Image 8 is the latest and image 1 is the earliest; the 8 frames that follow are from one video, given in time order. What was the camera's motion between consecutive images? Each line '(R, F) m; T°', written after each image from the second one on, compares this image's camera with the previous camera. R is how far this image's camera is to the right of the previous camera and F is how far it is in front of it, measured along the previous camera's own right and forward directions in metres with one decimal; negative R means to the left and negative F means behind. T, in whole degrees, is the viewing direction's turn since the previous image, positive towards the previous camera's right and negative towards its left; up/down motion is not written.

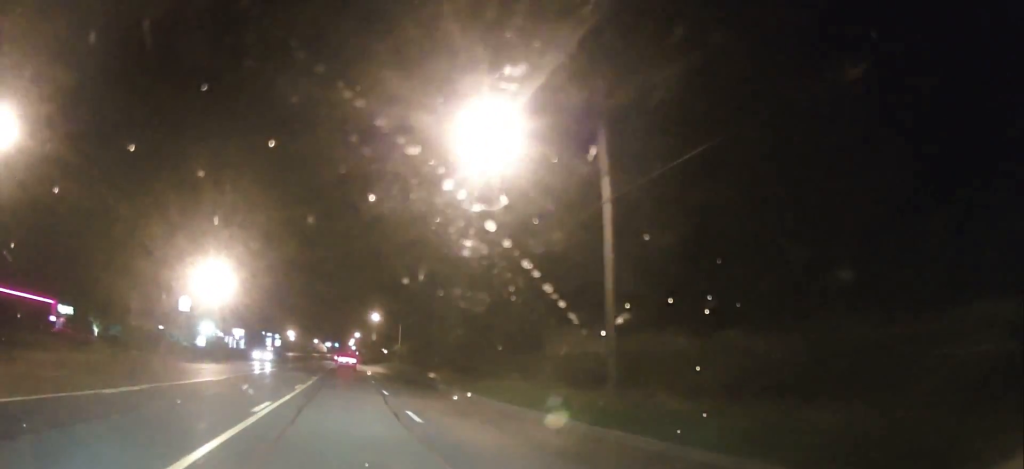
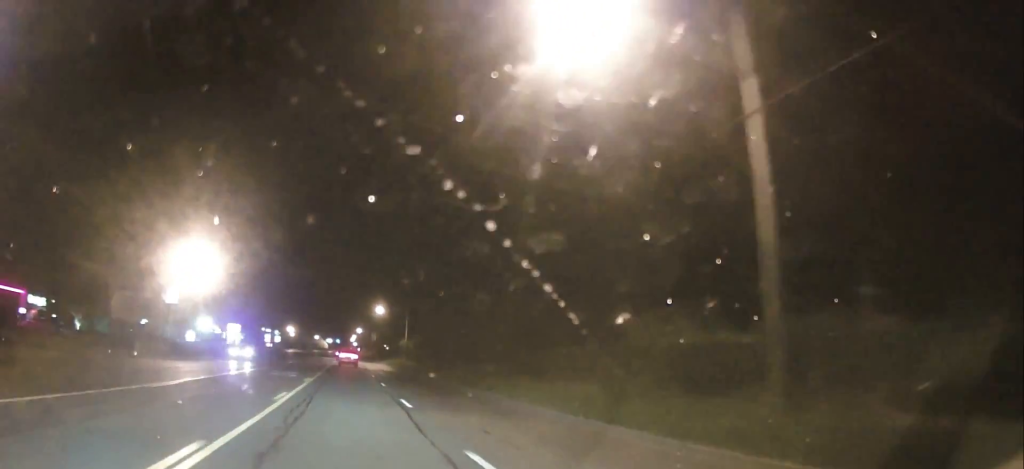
(0.0, +8.7) m; 0°
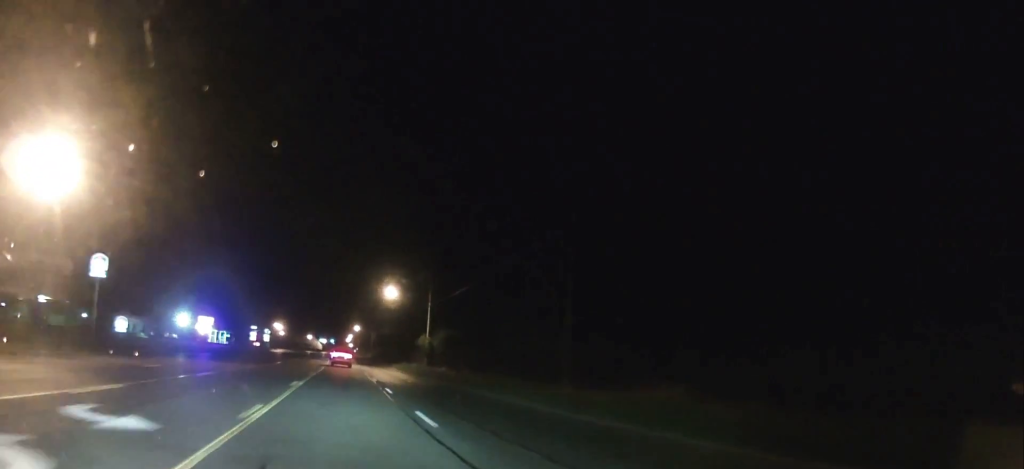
(-0.2, +30.2) m; 0°
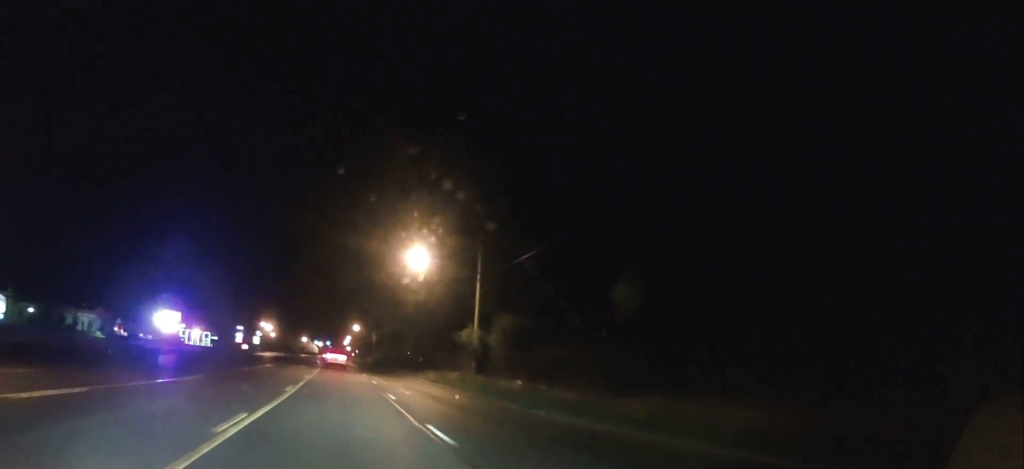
(+0.3, +26.6) m; +1°
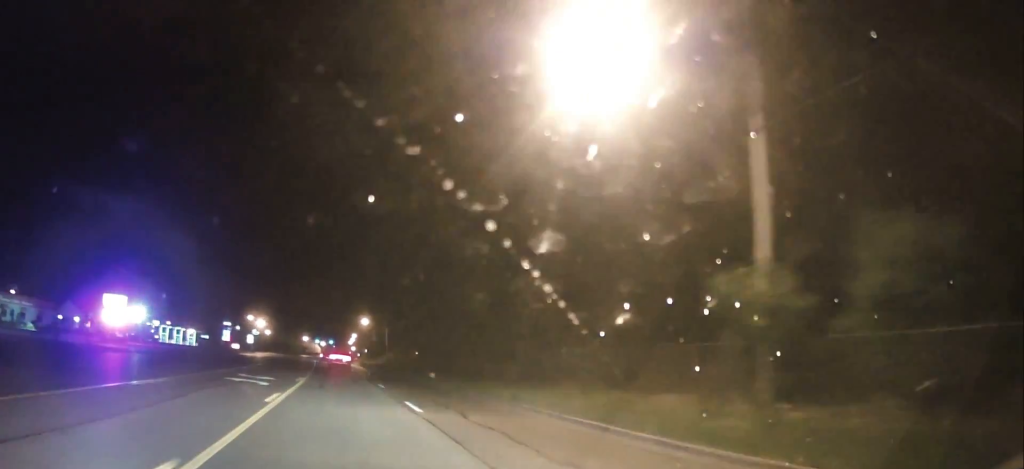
(-0.2, +30.7) m; 0°
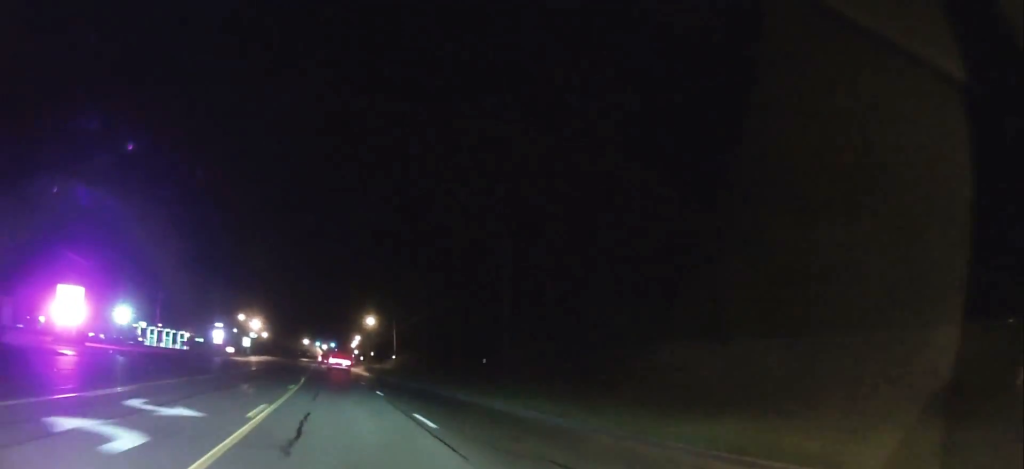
(+0.1, +15.0) m; 0°
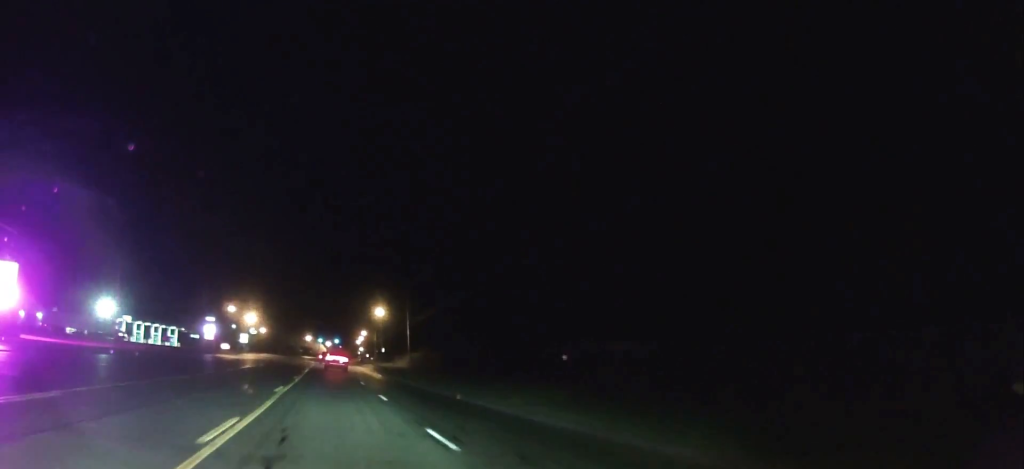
(+0.1, +16.1) m; -1°
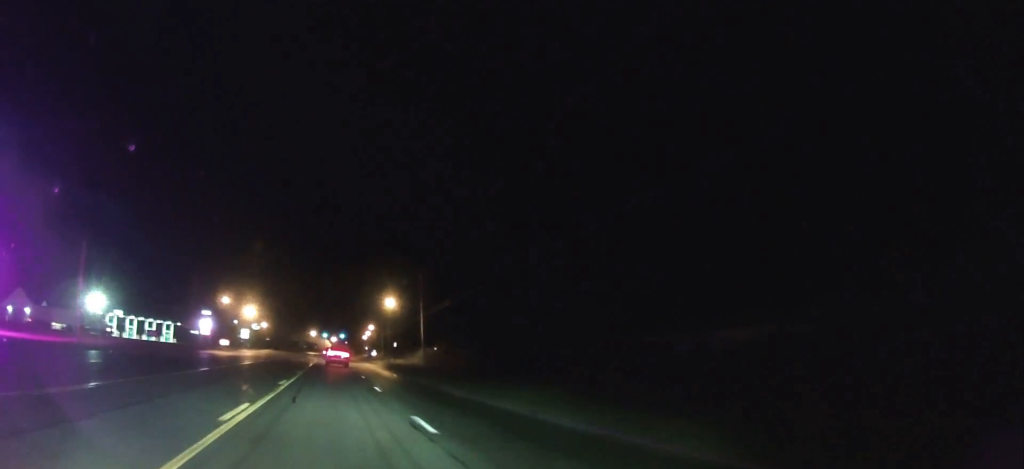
(-0.5, +10.2) m; 0°
